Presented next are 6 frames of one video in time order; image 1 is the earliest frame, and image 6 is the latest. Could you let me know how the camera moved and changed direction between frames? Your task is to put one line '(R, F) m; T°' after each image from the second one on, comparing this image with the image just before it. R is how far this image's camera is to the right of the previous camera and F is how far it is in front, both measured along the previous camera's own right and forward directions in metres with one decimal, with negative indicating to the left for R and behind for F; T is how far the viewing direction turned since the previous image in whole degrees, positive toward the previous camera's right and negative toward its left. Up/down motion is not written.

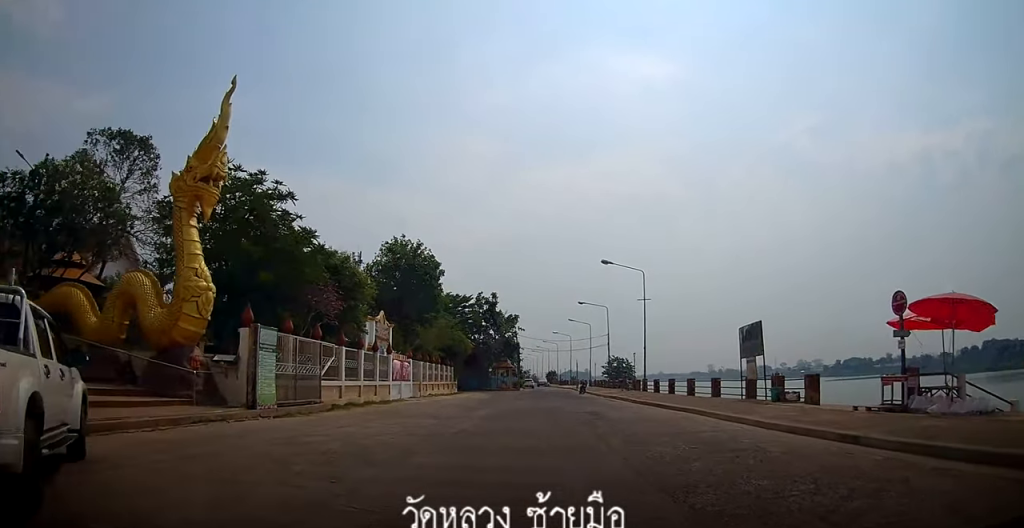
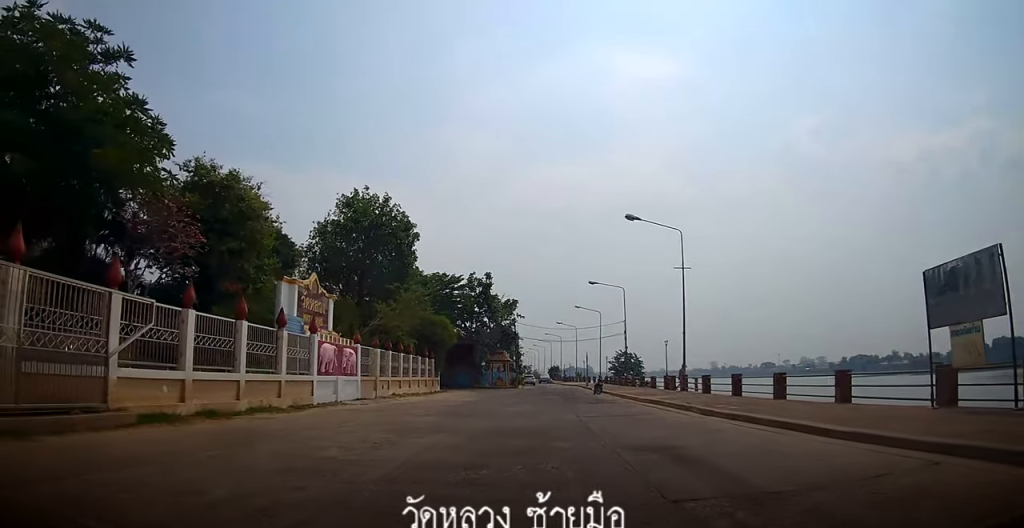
(-0.2, +11.3) m; 0°
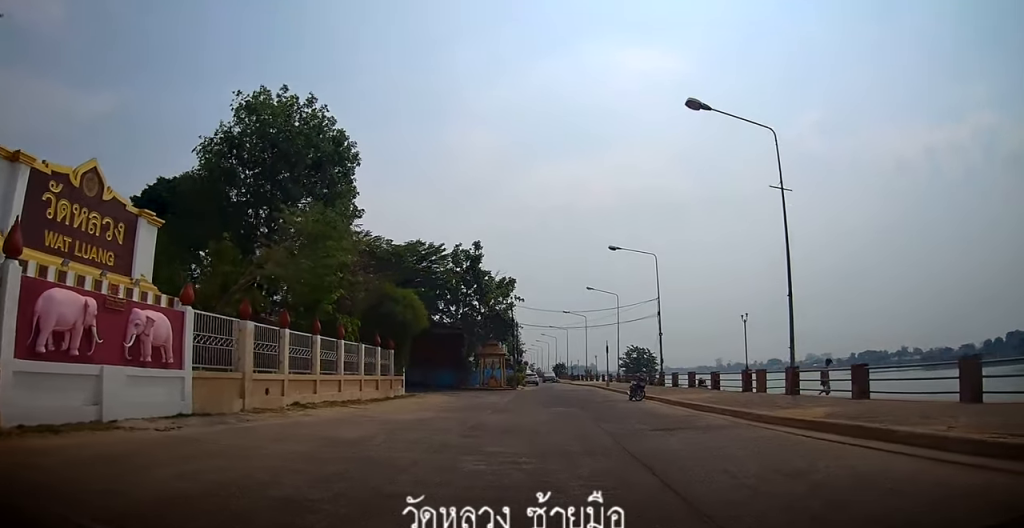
(+0.3, +13.3) m; -1°
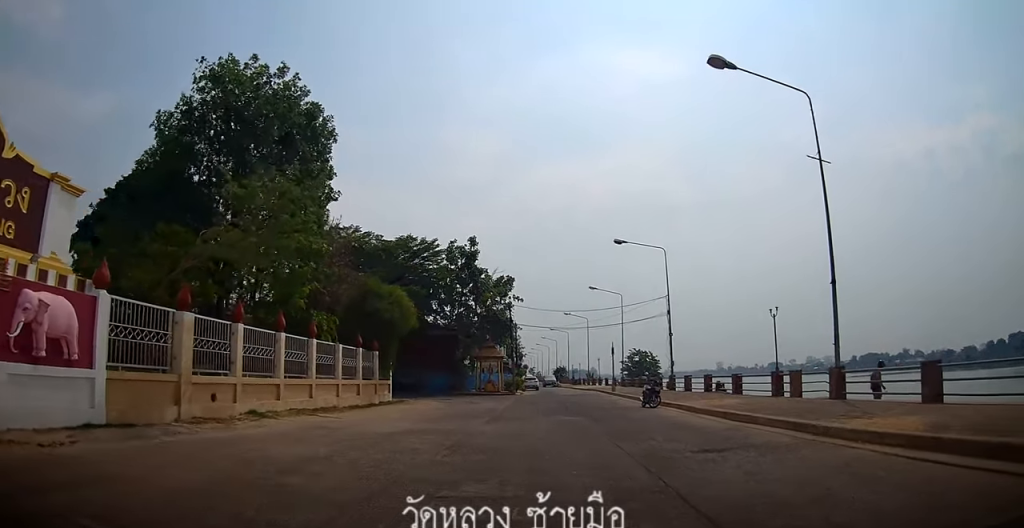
(-0.1, +3.1) m; -1°
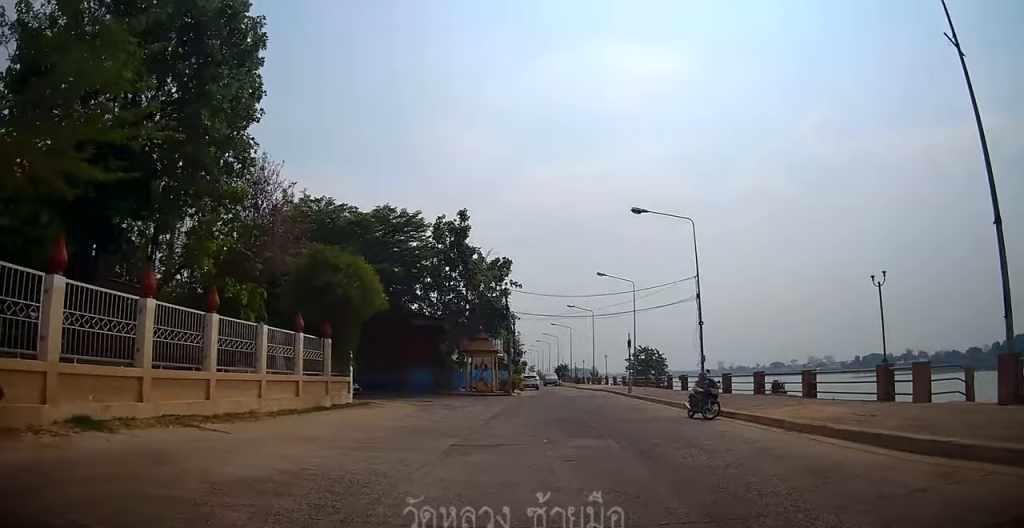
(-0.2, +6.9) m; -1°
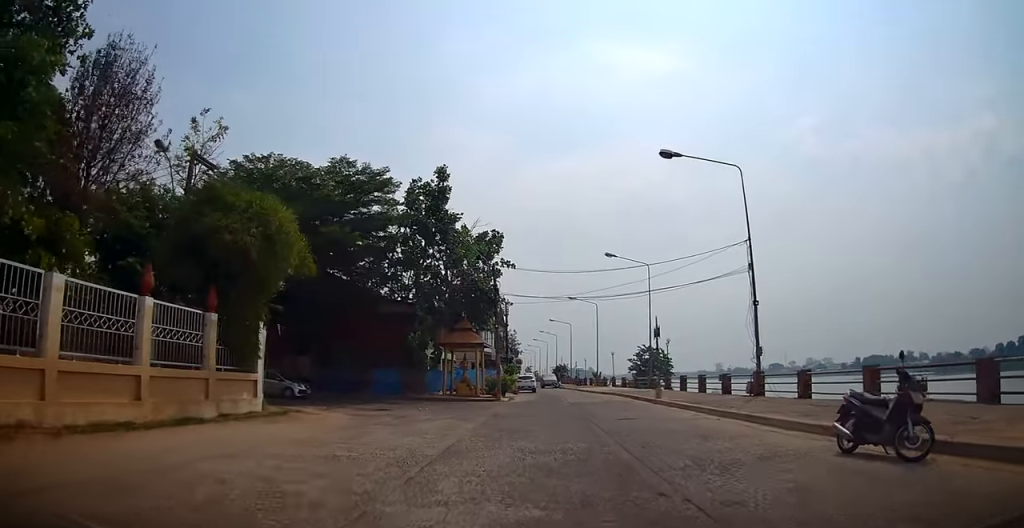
(+0.1, +8.6) m; +1°
